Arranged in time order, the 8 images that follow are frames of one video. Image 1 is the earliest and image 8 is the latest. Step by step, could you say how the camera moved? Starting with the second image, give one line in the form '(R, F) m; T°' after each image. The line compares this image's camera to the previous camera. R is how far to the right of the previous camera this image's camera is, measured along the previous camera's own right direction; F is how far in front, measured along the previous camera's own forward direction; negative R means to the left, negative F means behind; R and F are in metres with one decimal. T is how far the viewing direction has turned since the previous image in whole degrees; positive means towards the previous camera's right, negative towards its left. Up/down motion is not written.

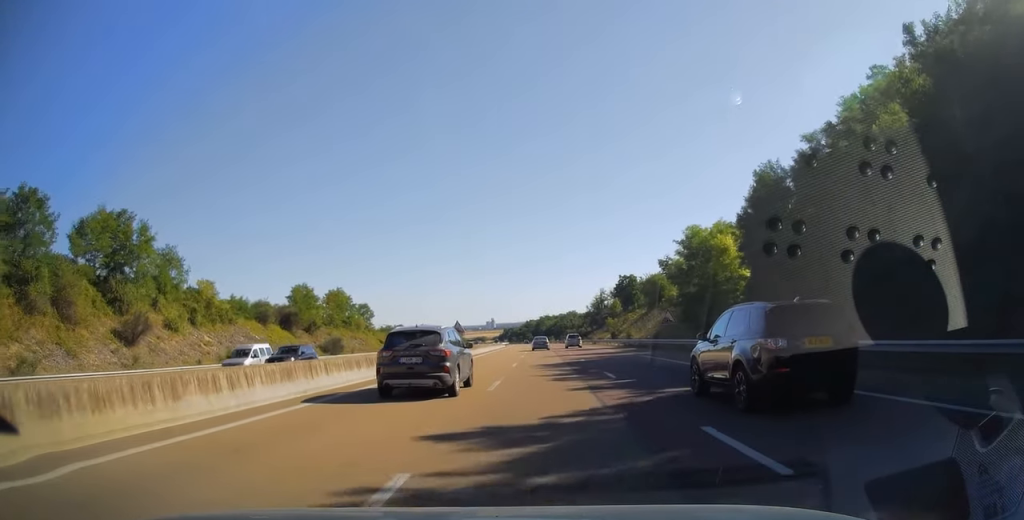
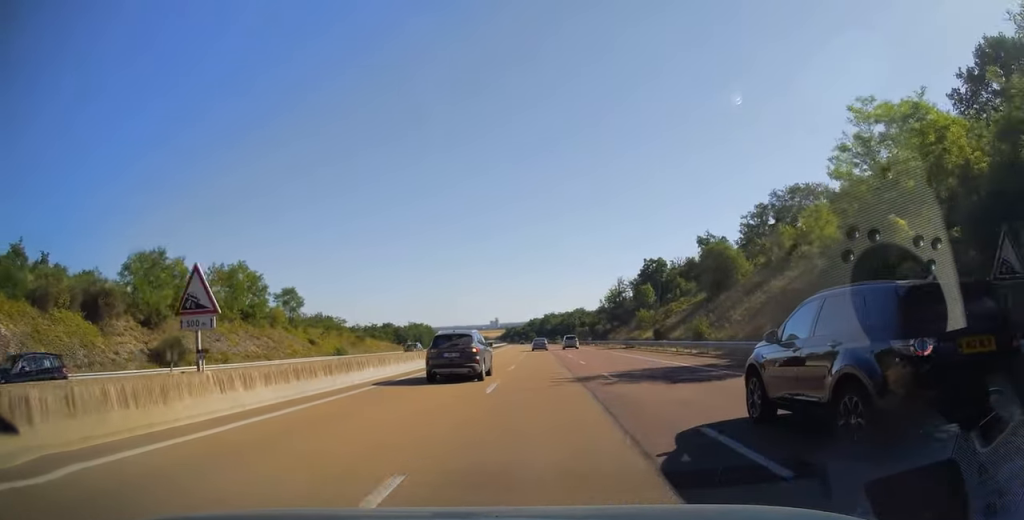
(0.0, +38.9) m; 0°
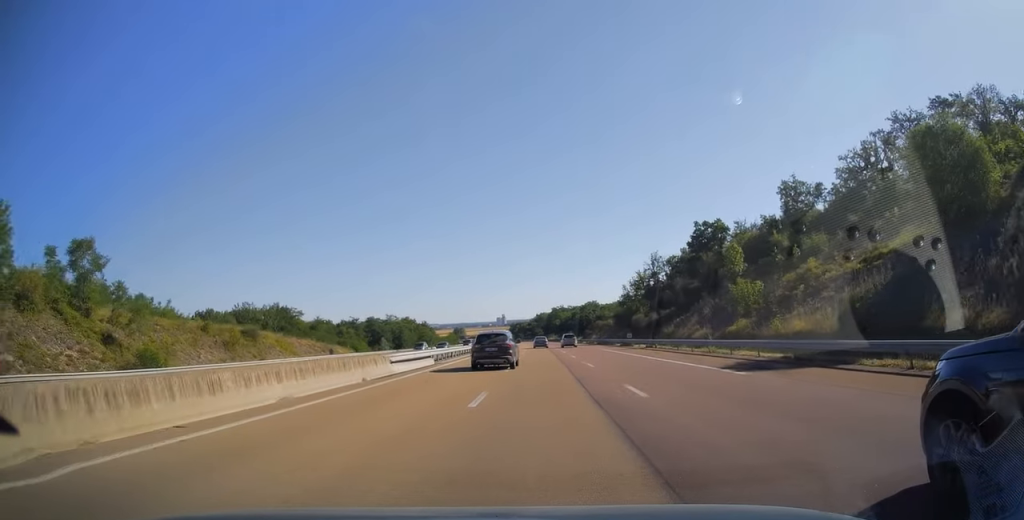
(-0.4, +44.3) m; -1°
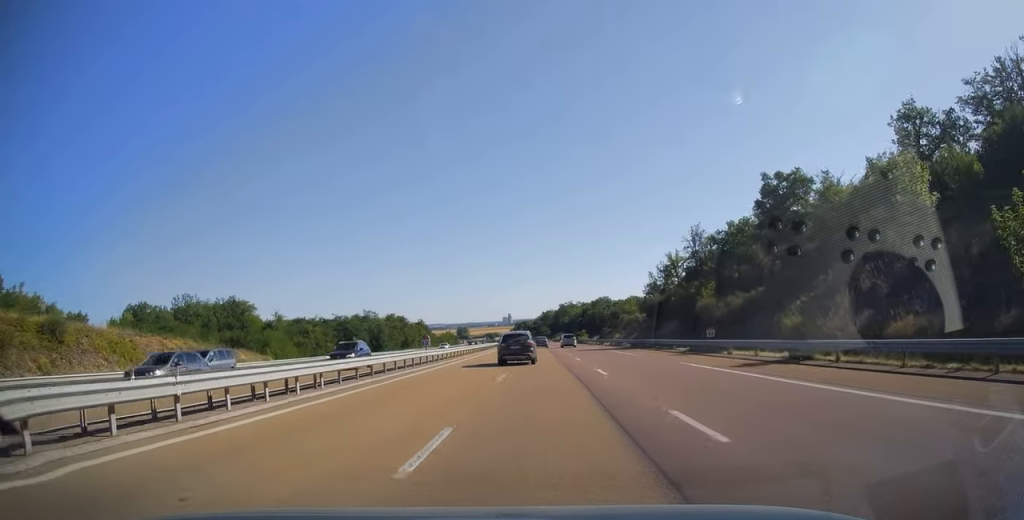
(-0.1, +31.5) m; 0°
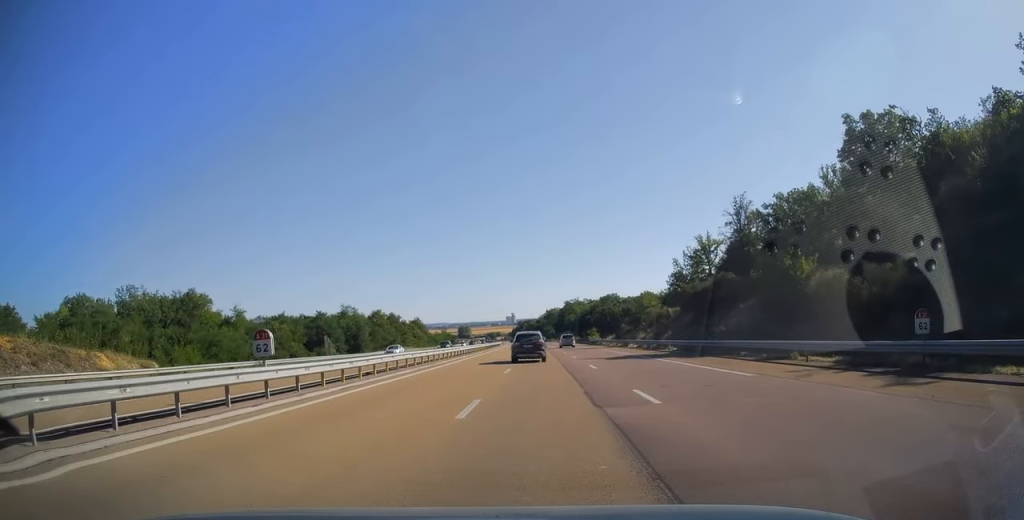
(-0.1, +21.6) m; 0°
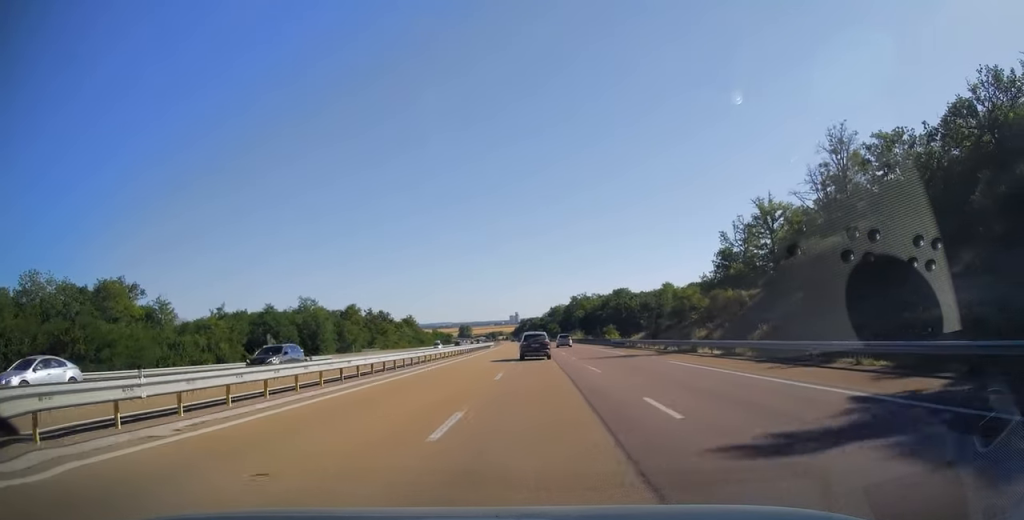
(-0.1, +28.0) m; 0°
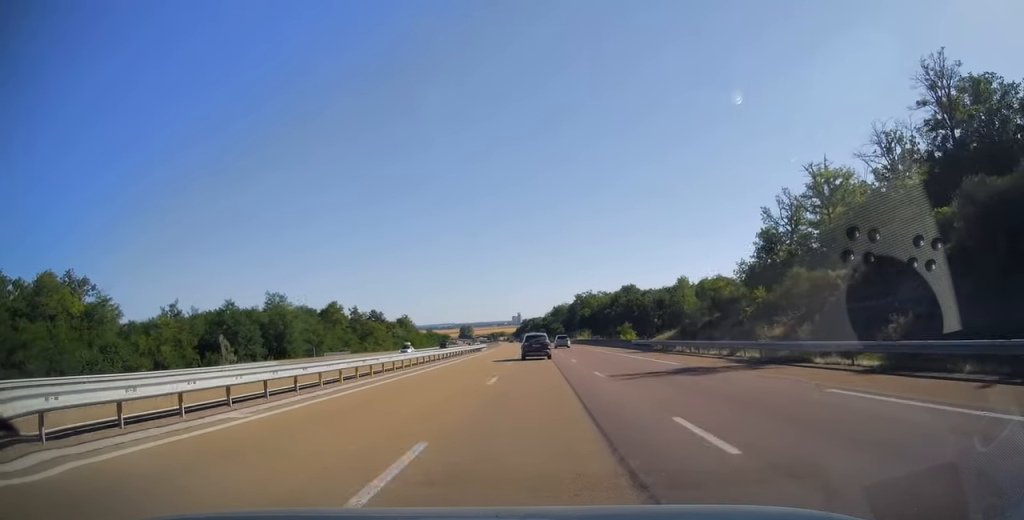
(0.0, +15.8) m; 0°
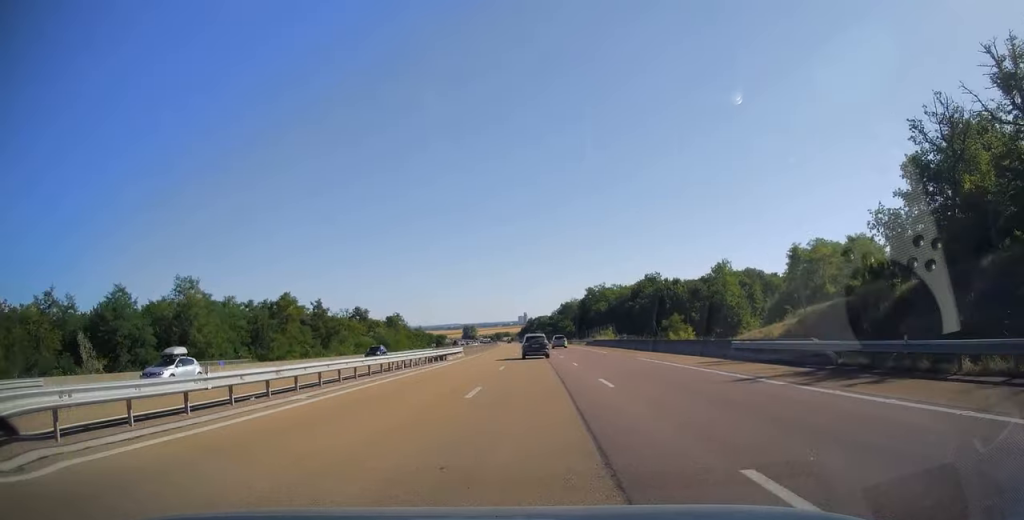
(-0.3, +29.6) m; -1°
